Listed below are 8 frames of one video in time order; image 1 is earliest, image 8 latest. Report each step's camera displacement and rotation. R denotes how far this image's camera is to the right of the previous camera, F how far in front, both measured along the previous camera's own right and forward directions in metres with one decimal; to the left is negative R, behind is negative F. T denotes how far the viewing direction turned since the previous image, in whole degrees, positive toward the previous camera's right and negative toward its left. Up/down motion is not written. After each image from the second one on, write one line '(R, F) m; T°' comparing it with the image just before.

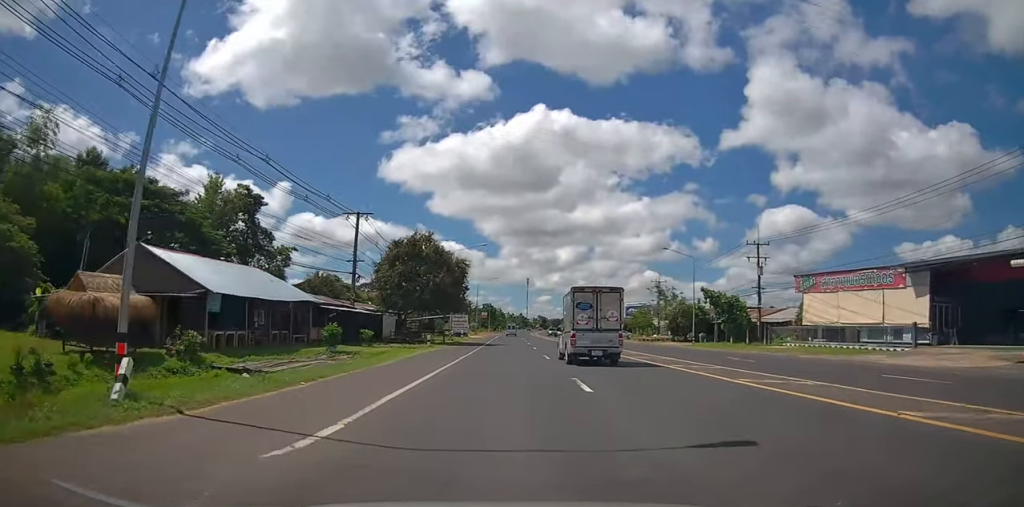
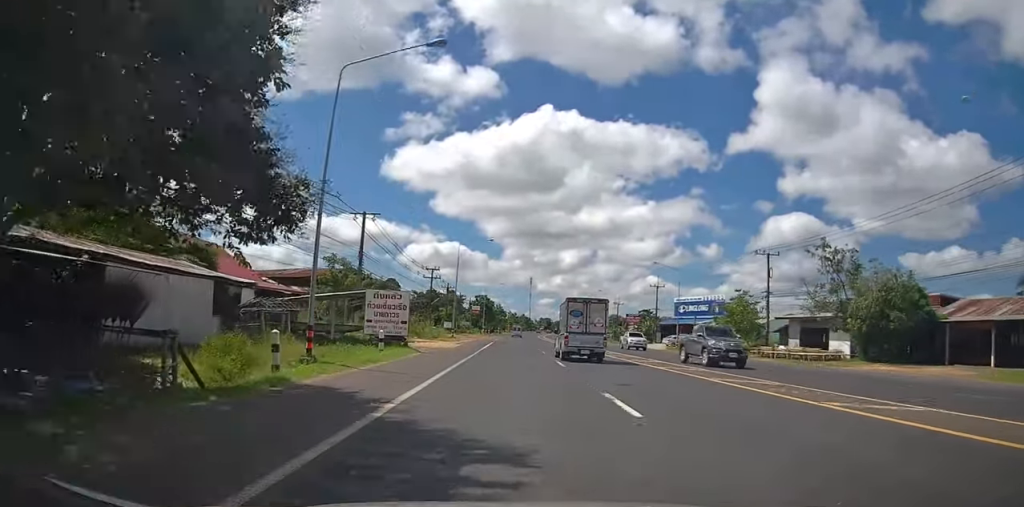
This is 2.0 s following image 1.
(+1.0, +39.0) m; +1°
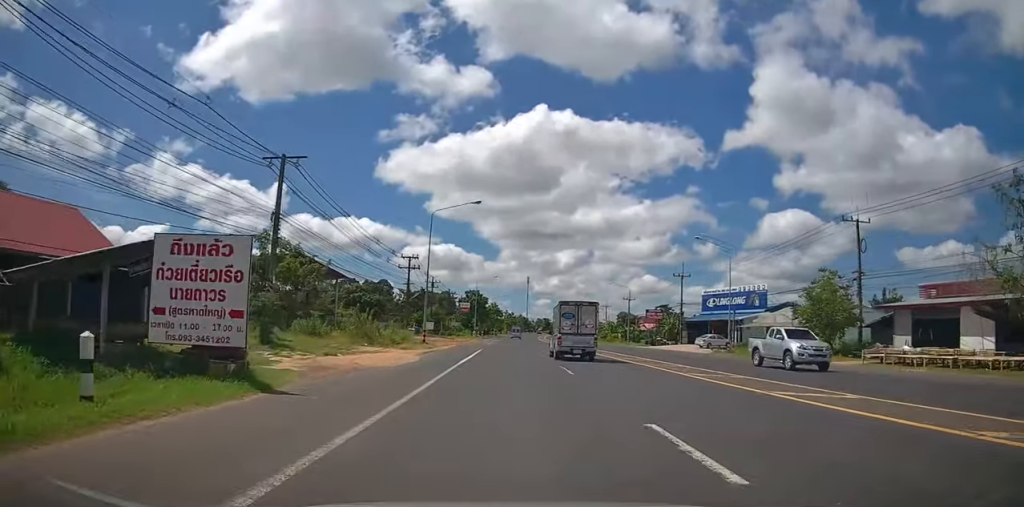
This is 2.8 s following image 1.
(0.0, +15.8) m; -1°
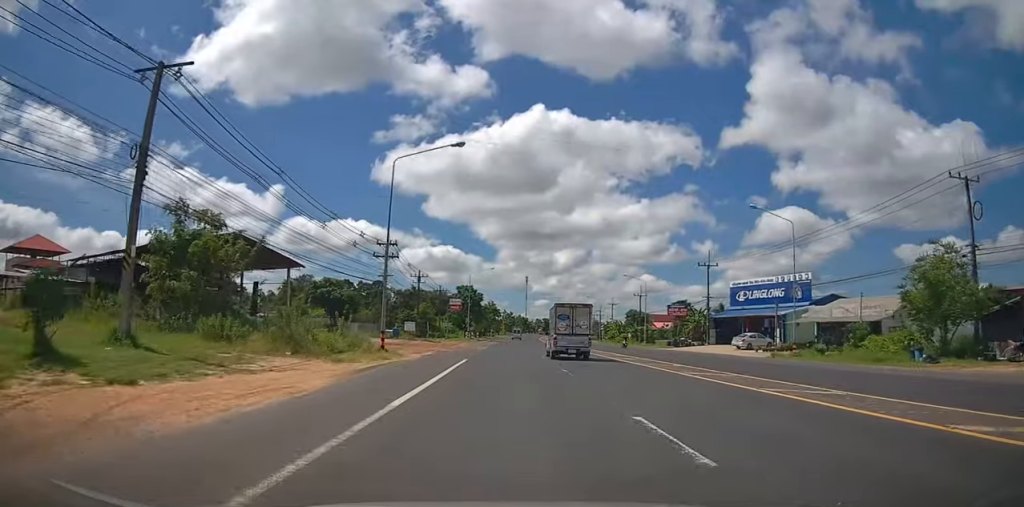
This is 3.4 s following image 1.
(-0.3, +11.5) m; 0°
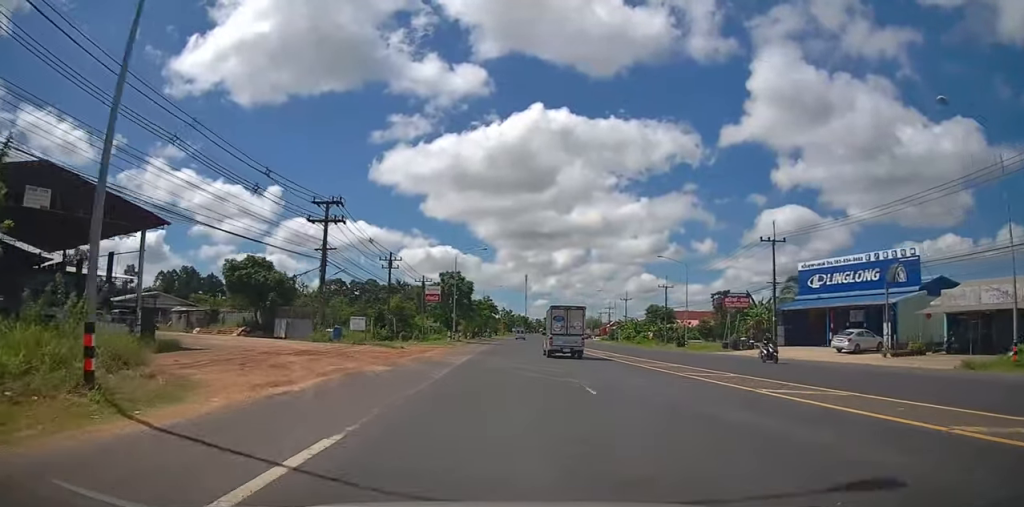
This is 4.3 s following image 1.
(+0.1, +18.0) m; 0°
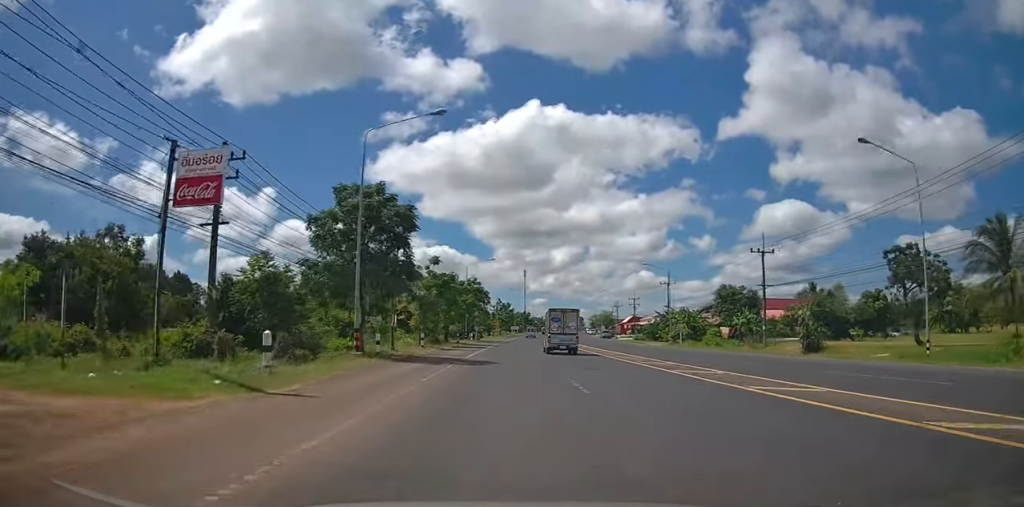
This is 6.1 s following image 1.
(-0.2, +35.4) m; 0°
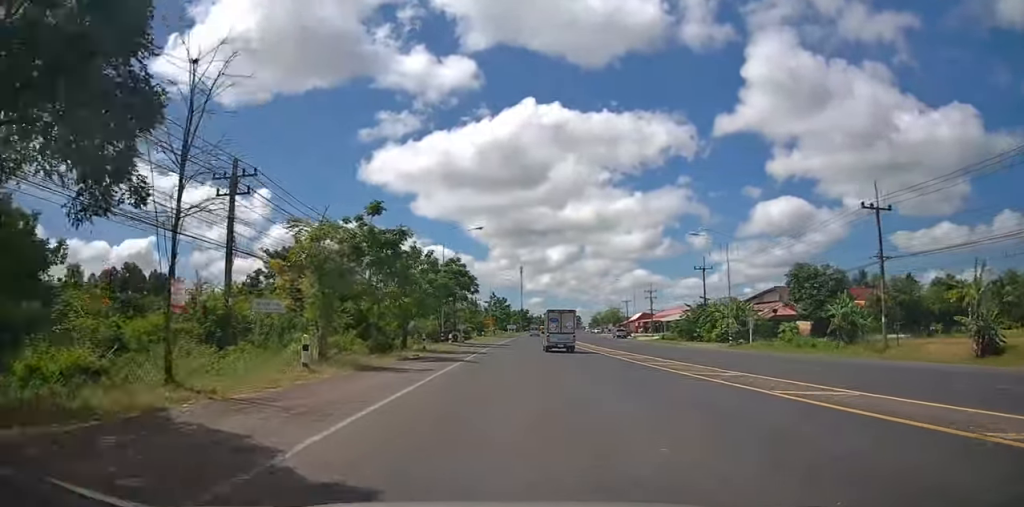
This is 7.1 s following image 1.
(+0.4, +19.2) m; +1°
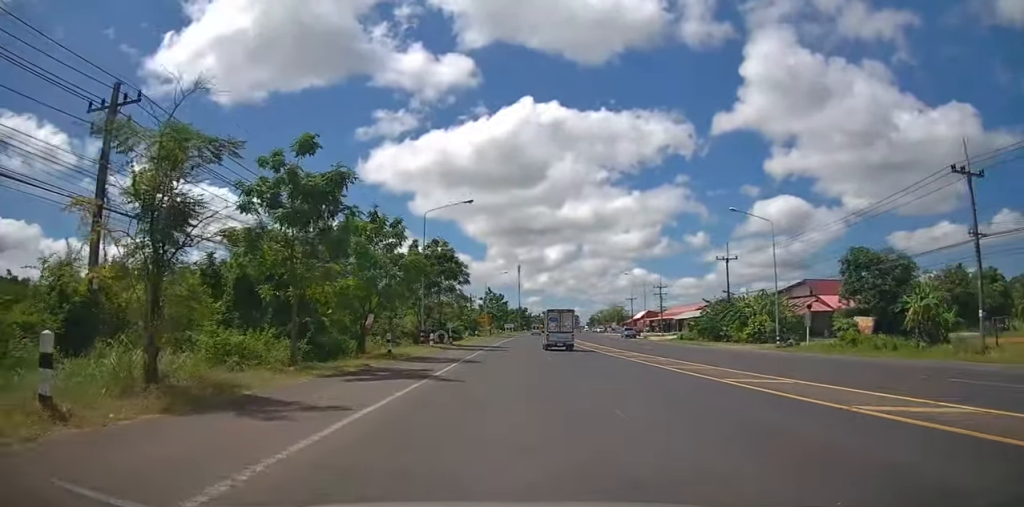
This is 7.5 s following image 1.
(0.0, +9.1) m; 0°
